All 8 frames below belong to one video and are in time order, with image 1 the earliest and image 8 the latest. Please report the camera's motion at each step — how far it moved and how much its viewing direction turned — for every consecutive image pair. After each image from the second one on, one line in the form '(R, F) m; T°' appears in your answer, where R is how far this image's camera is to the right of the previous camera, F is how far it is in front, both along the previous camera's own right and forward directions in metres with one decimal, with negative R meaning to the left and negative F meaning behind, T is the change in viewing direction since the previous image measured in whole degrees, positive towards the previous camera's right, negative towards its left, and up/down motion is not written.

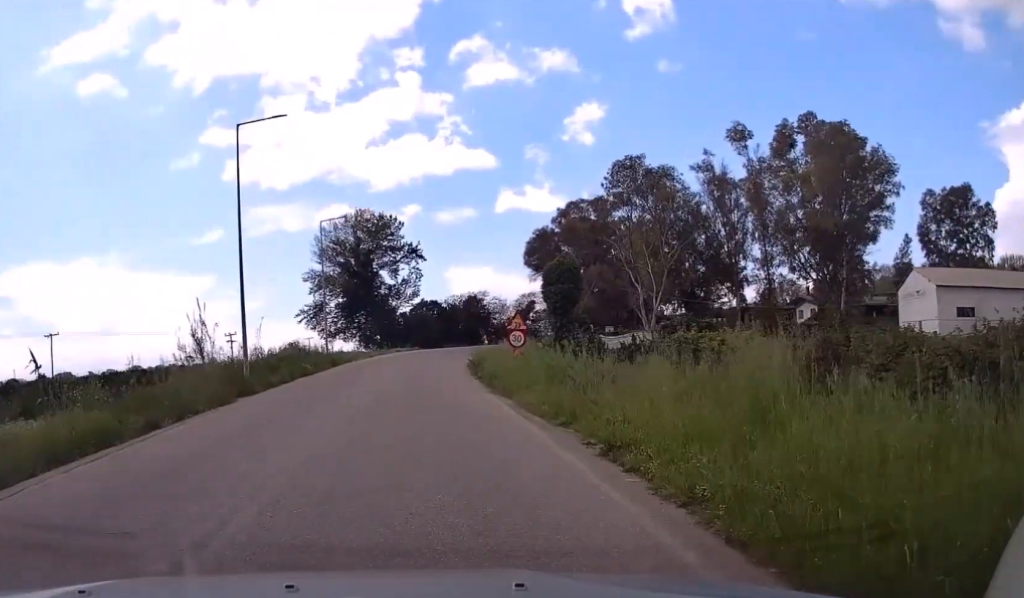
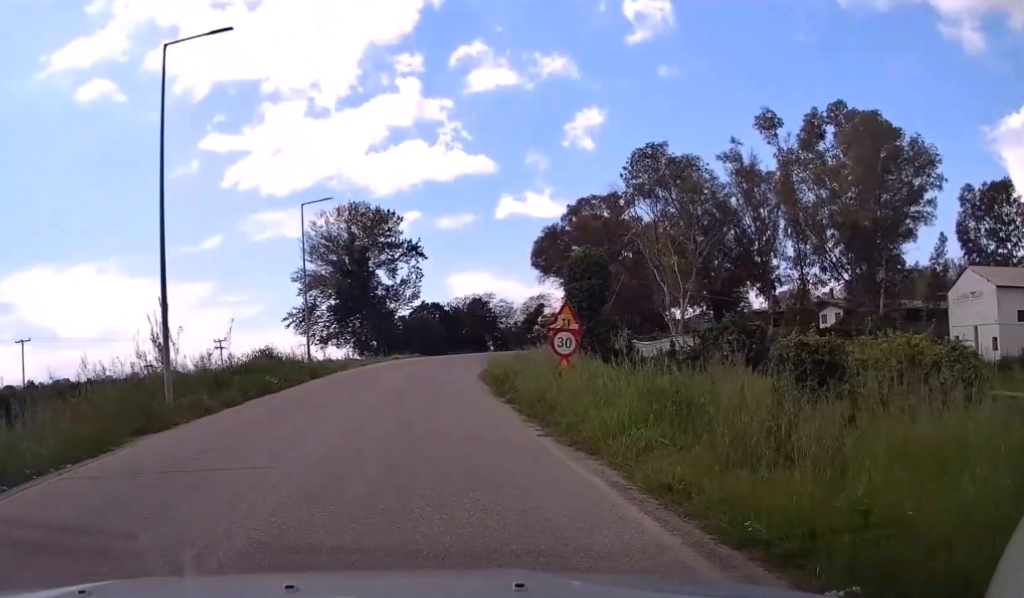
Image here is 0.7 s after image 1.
(+0.1, +8.1) m; 0°
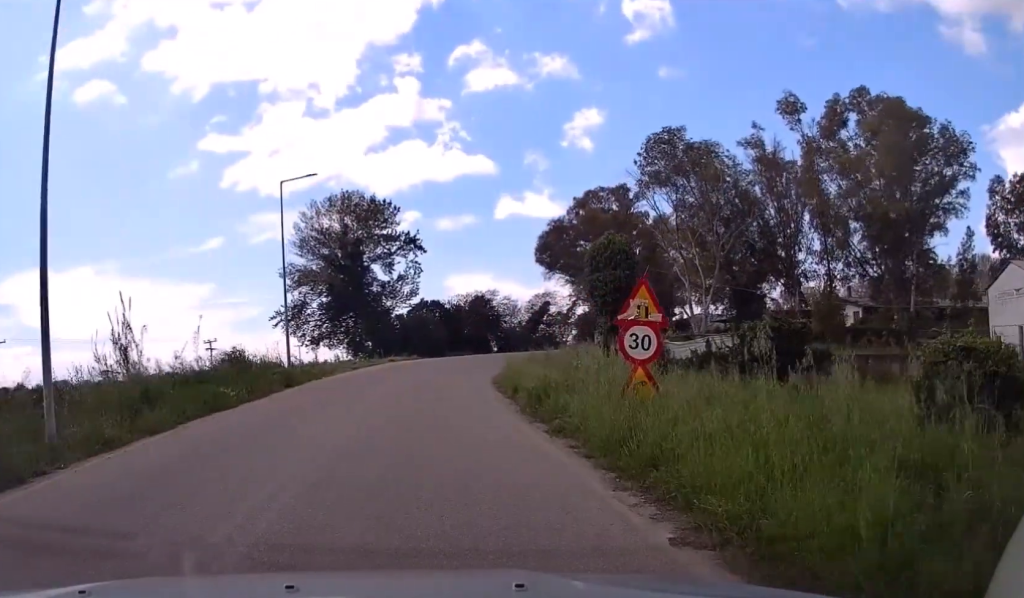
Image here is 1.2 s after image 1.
(0.0, +6.0) m; 0°
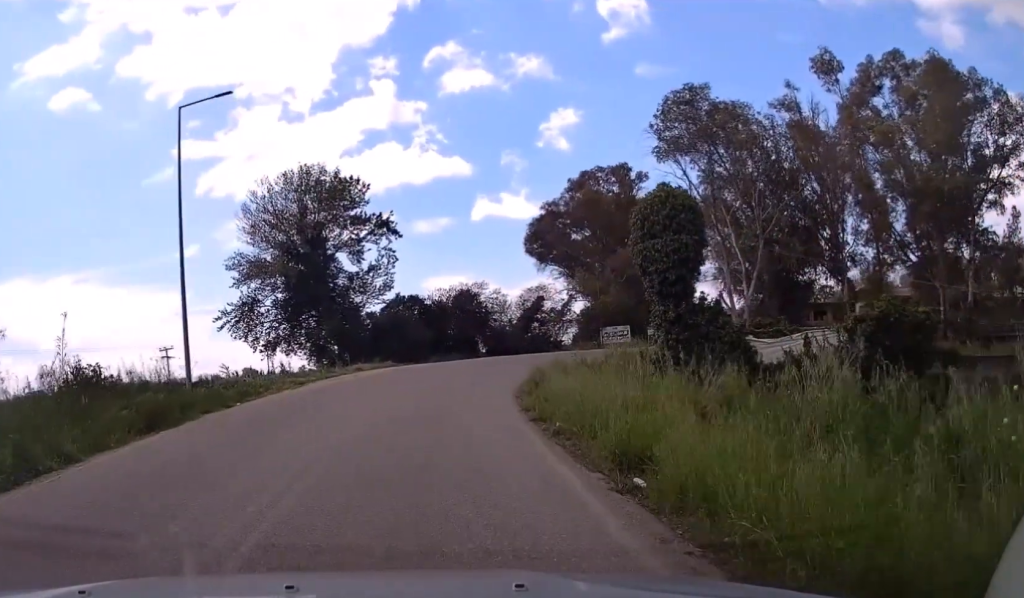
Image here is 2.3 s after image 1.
(0.0, +12.6) m; +1°
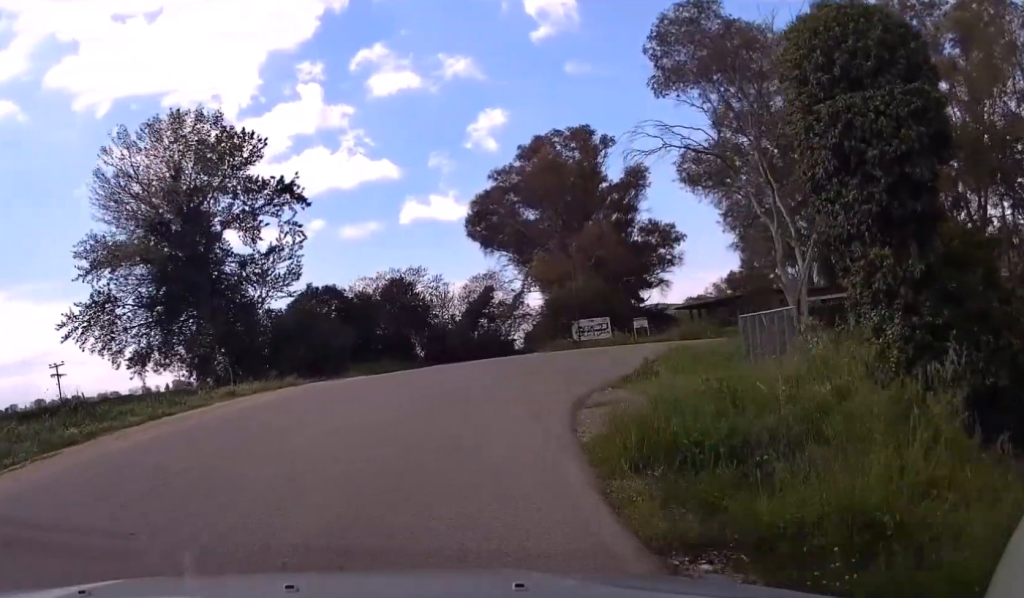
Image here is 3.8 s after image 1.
(+0.6, +16.9) m; +4°
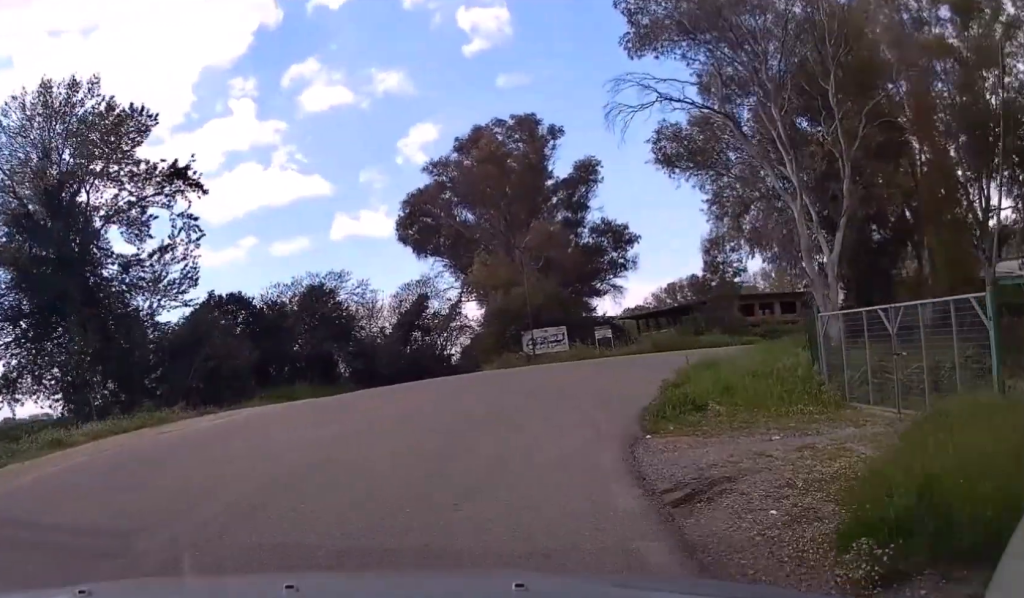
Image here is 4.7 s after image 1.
(+0.2, +8.9) m; +4°
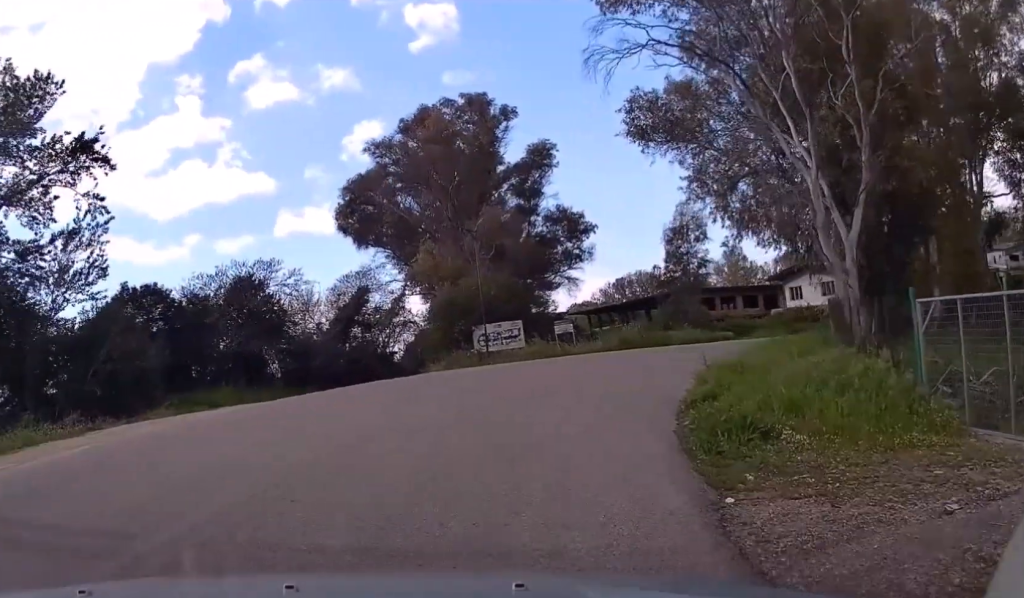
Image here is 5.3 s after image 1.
(+0.1, +5.3) m; +4°
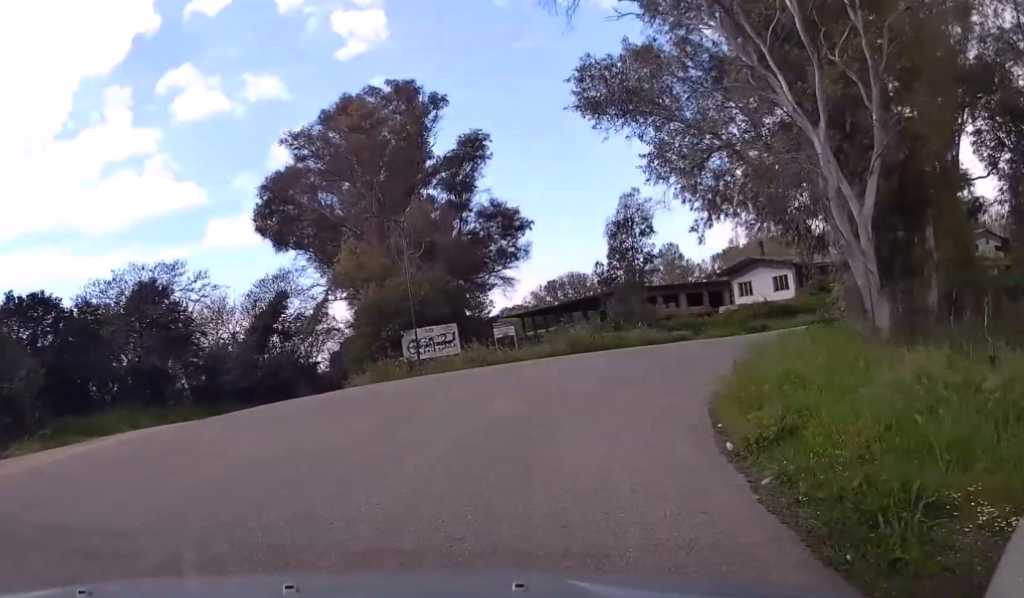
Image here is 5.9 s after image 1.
(+0.3, +4.9) m; +5°
